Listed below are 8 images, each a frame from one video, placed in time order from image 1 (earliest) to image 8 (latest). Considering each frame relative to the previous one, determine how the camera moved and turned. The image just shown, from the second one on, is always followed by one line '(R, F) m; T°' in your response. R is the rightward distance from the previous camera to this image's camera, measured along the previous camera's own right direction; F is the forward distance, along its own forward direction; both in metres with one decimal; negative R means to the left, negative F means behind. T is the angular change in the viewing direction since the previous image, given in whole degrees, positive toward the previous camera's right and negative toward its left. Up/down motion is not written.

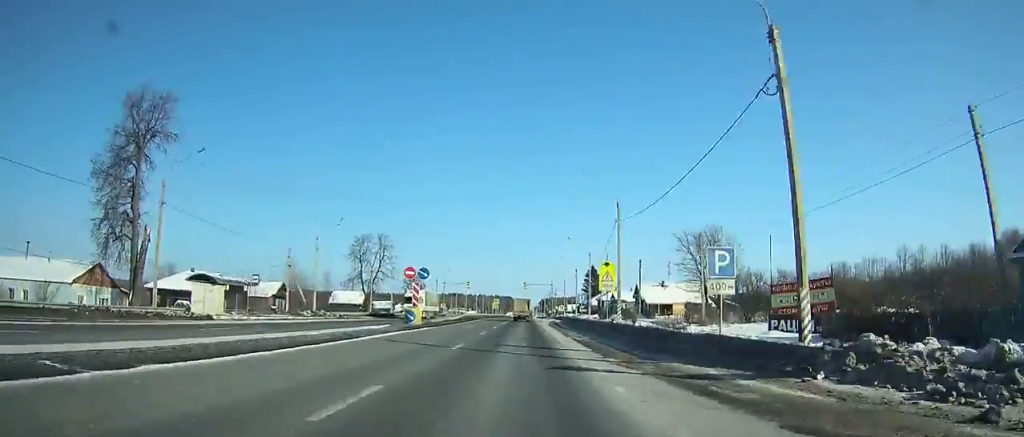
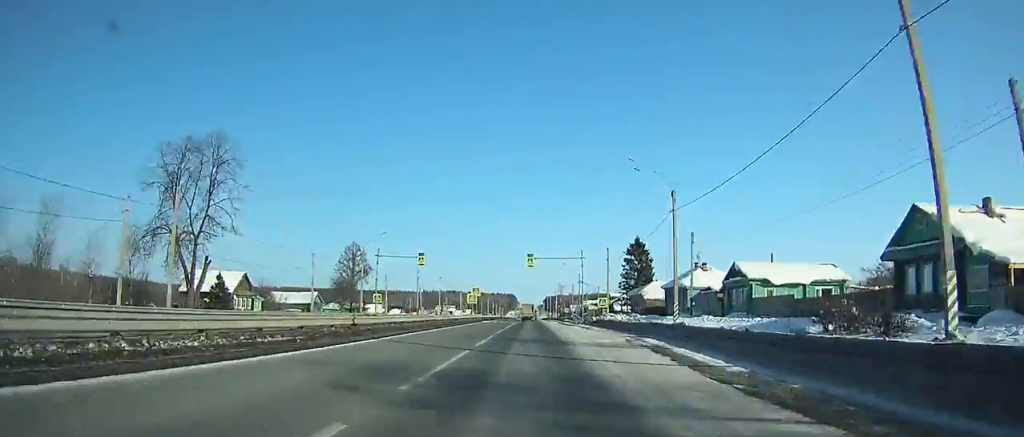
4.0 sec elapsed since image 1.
(-0.1, +70.9) m; 0°
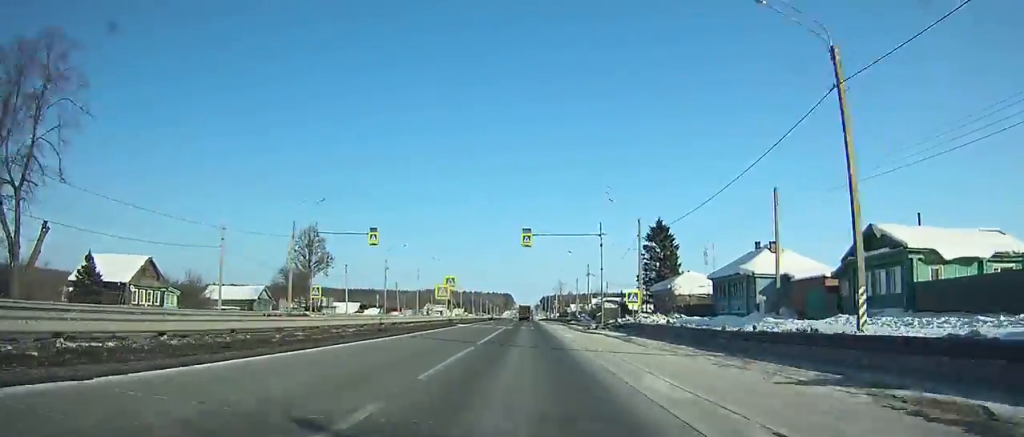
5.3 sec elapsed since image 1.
(0.0, +22.4) m; 0°
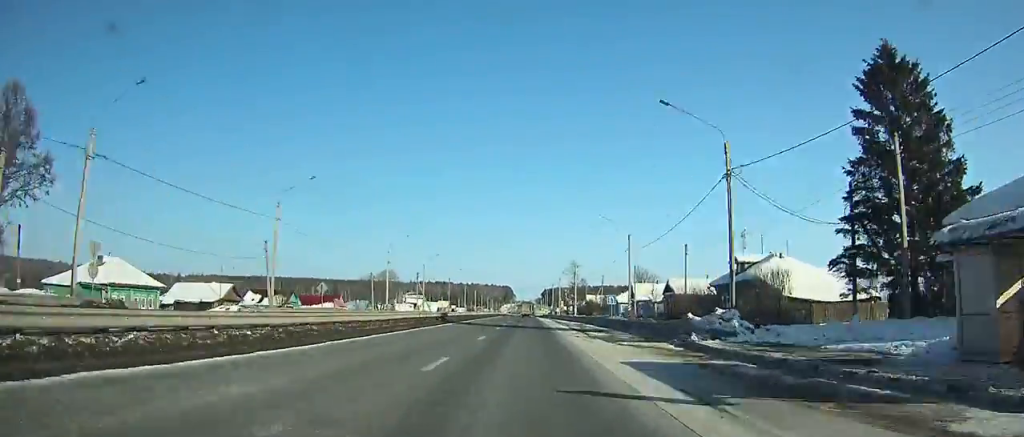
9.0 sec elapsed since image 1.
(-0.2, +63.2) m; 0°
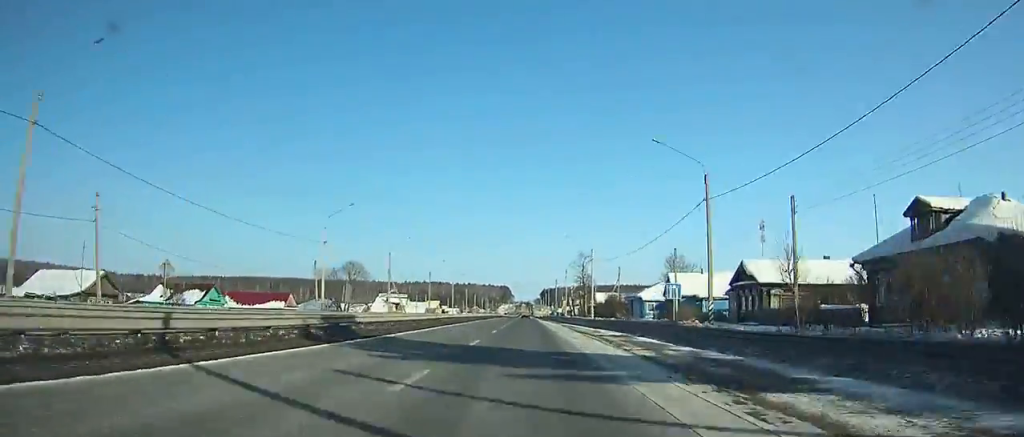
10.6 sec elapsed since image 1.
(-0.1, +27.3) m; 0°
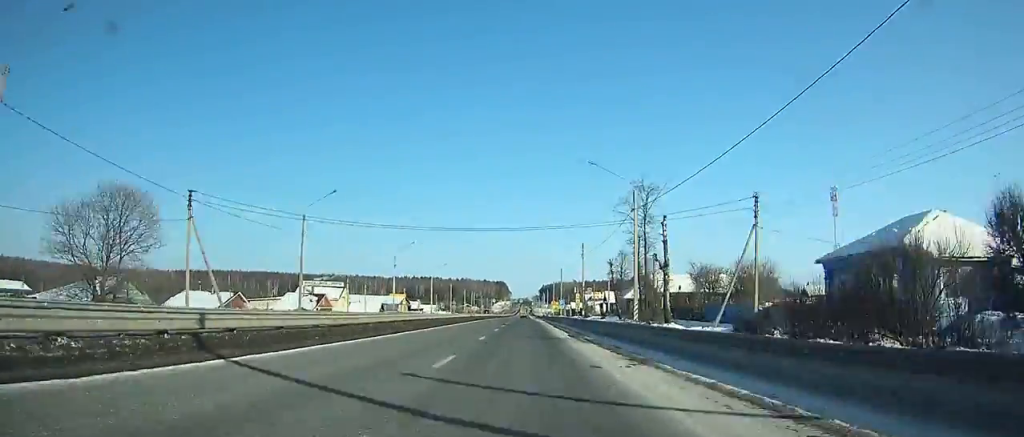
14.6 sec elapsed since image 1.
(+0.1, +68.8) m; 0°
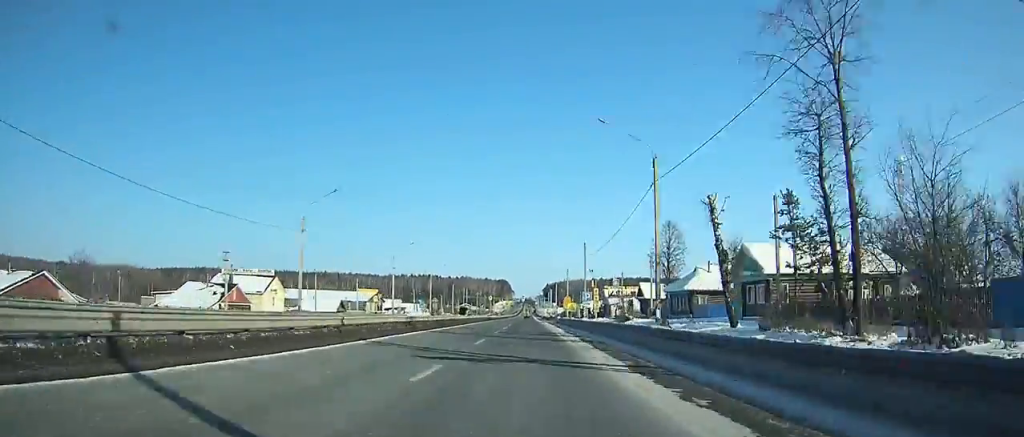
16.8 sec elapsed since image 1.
(0.0, +38.5) m; 0°
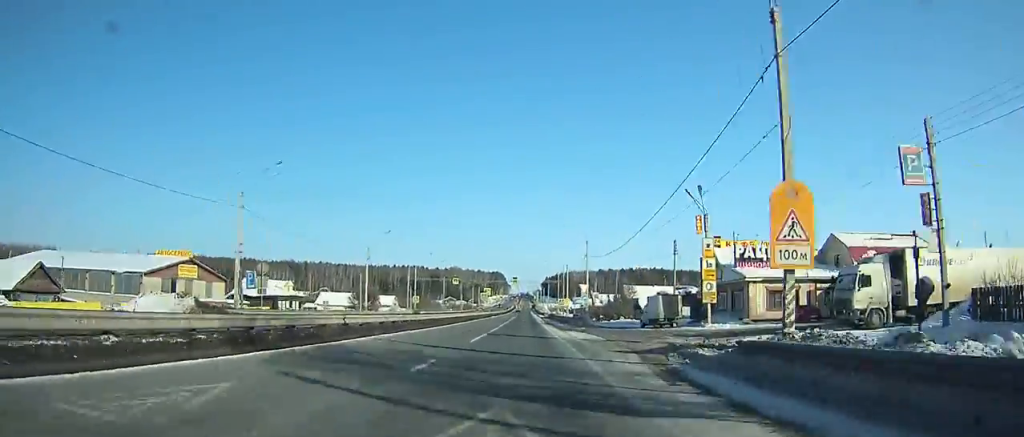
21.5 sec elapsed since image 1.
(+0.5, +83.0) m; 0°
